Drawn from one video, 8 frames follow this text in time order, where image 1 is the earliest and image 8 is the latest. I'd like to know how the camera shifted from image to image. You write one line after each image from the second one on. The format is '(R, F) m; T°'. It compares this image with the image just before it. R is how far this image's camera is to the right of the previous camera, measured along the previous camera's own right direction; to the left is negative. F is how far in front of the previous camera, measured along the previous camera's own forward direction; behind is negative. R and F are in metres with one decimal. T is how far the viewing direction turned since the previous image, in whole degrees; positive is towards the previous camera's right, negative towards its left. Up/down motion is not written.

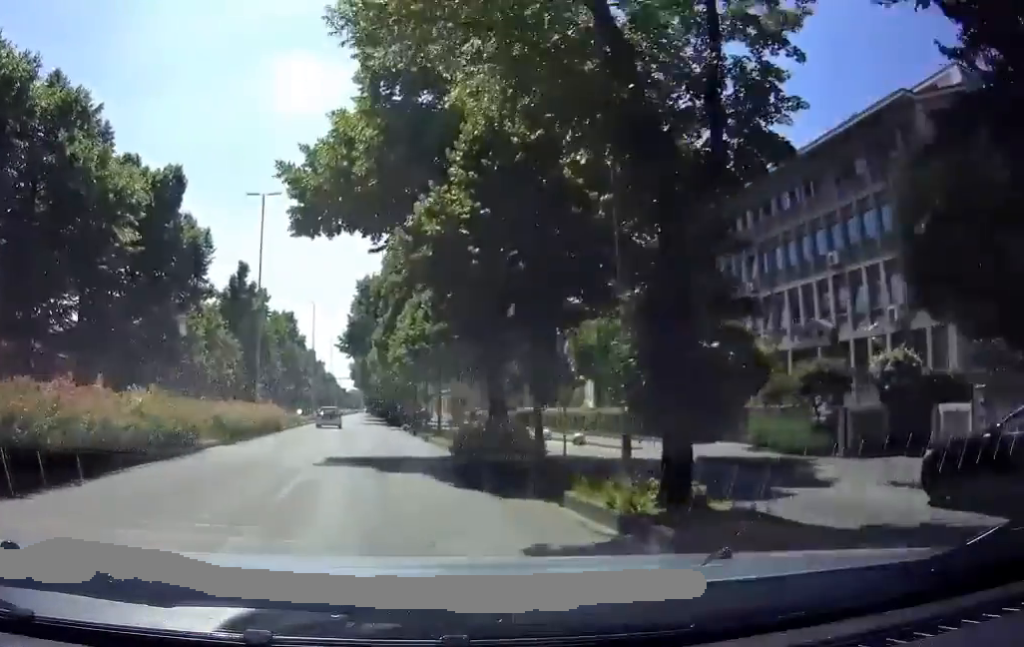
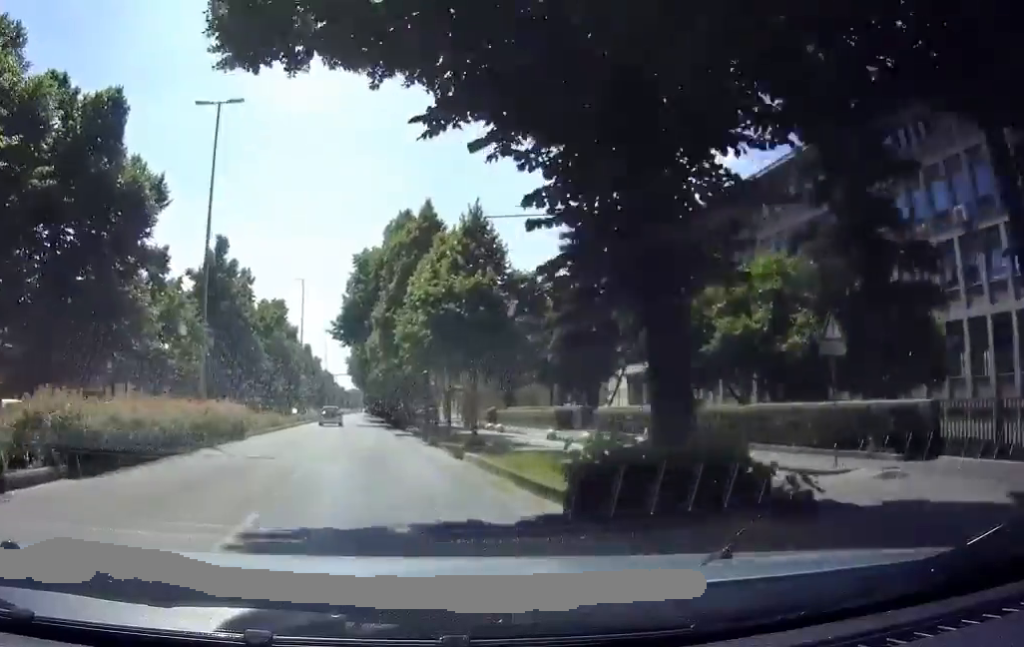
(0.0, +11.0) m; 0°
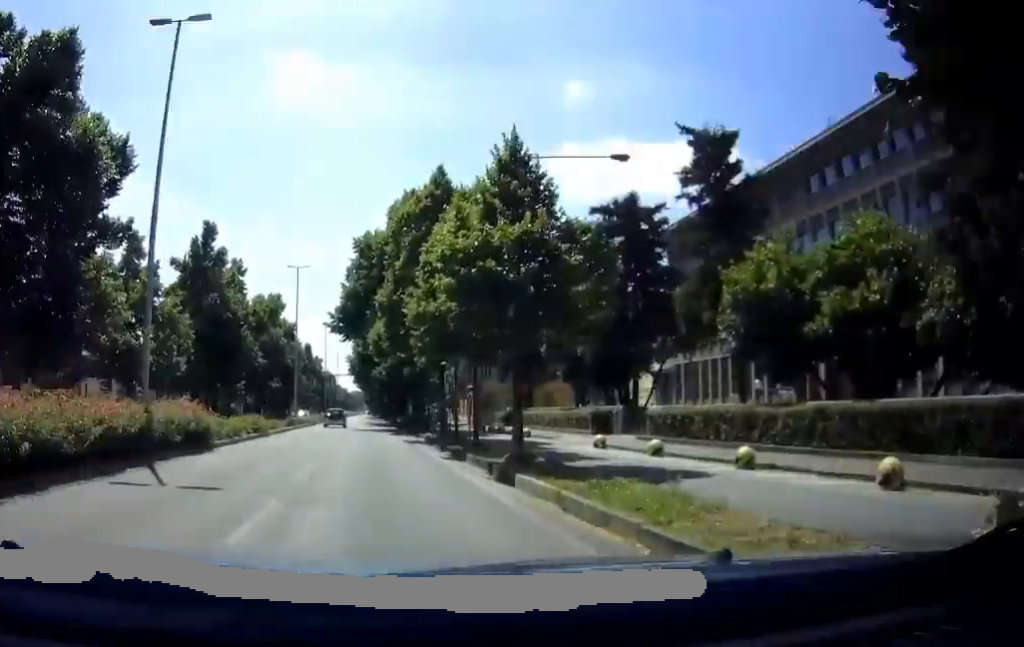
(0.0, +5.8) m; 0°
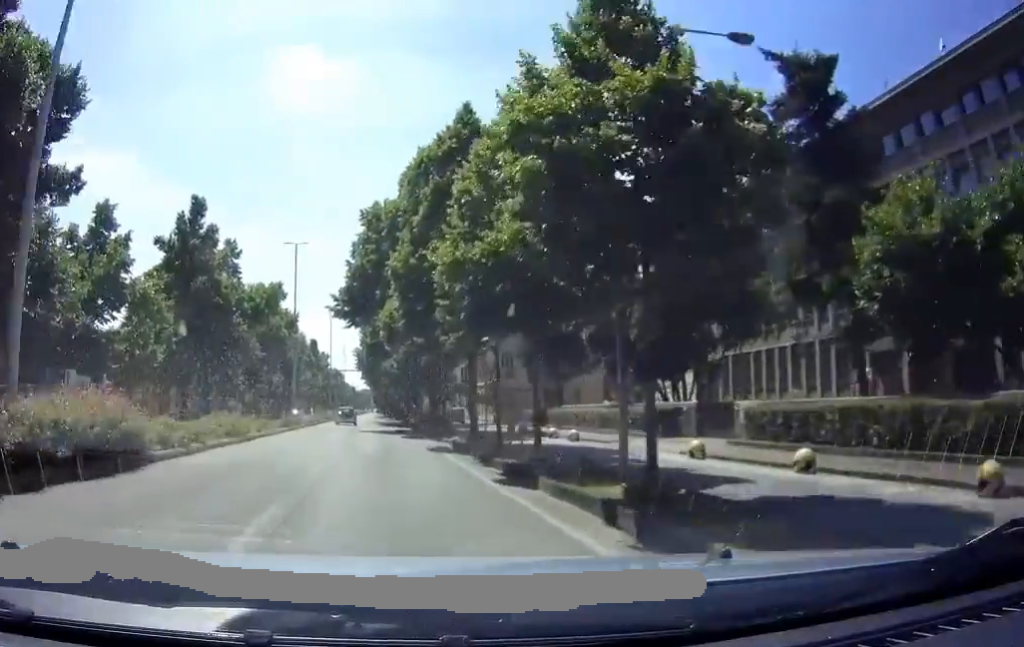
(0.0, +6.6) m; 0°
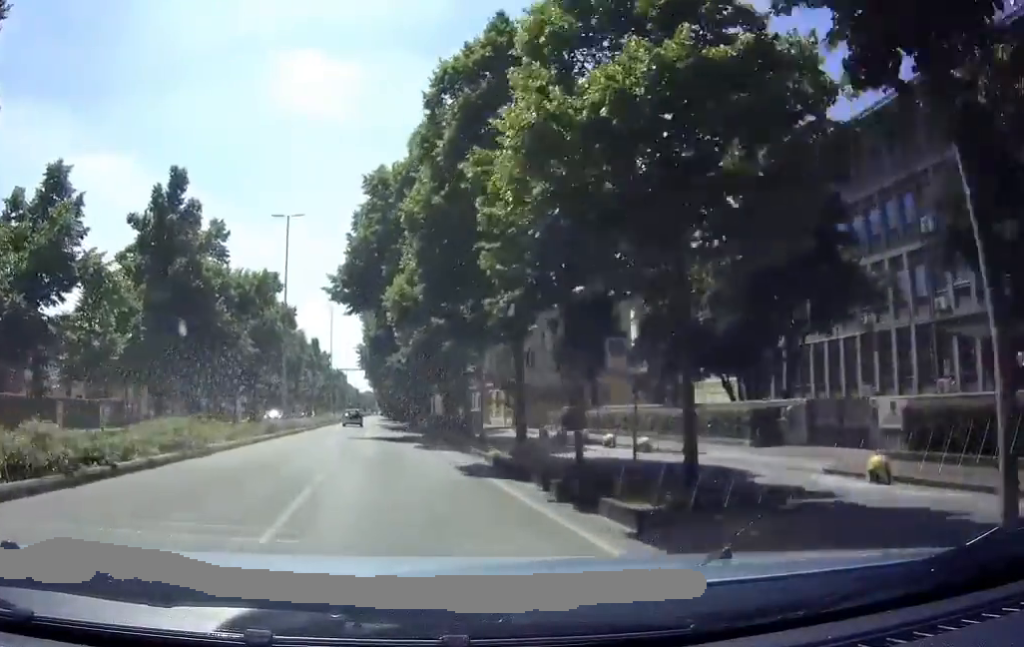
(-0.2, +6.8) m; +1°
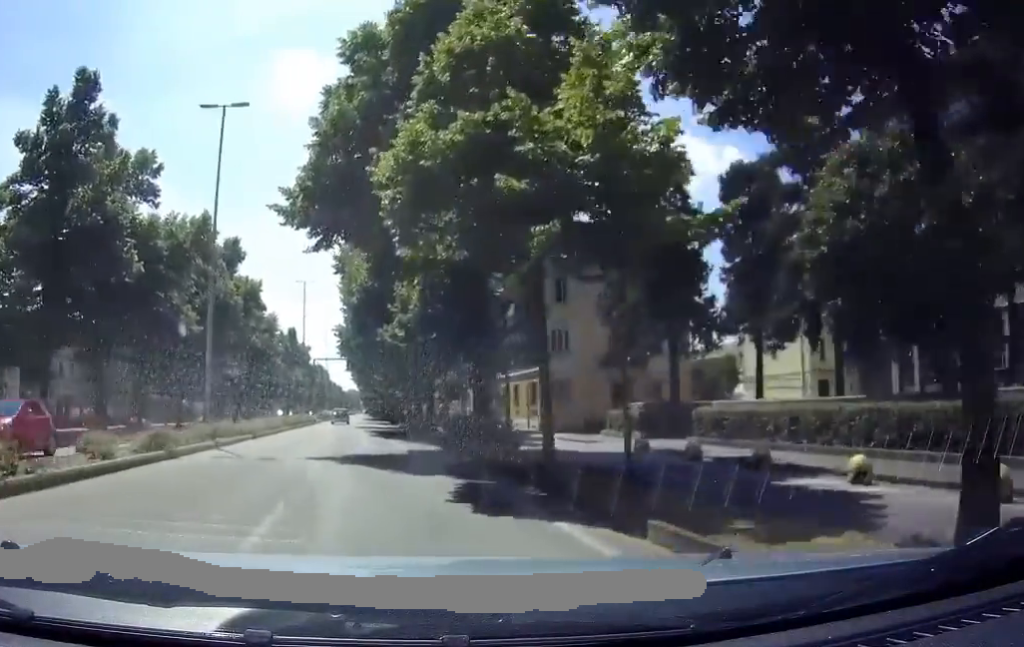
(+0.3, +14.4) m; 0°
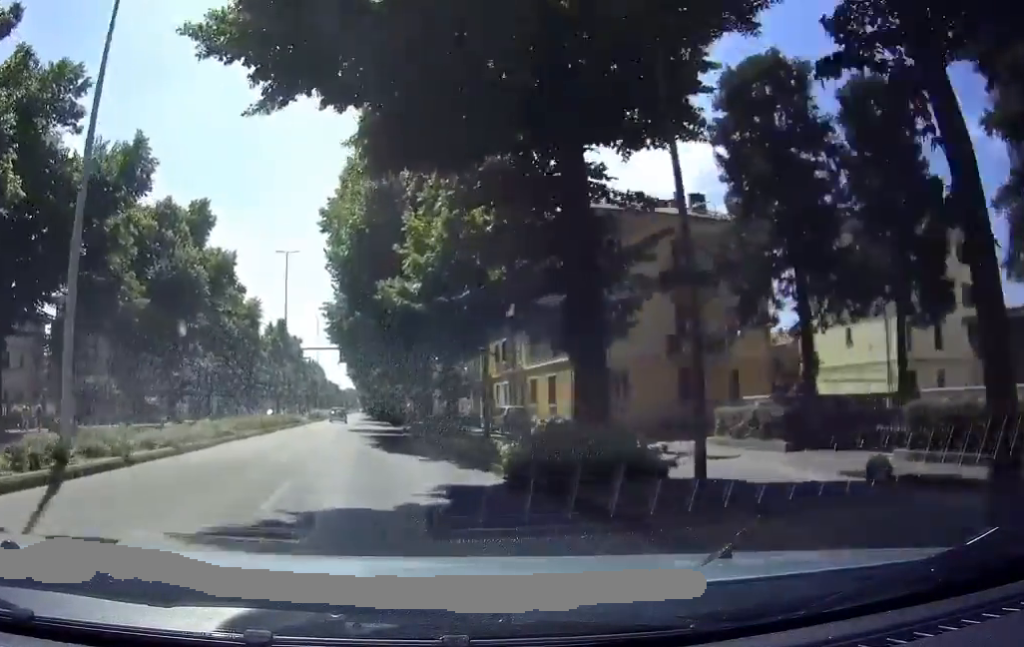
(-0.3, +10.8) m; +1°
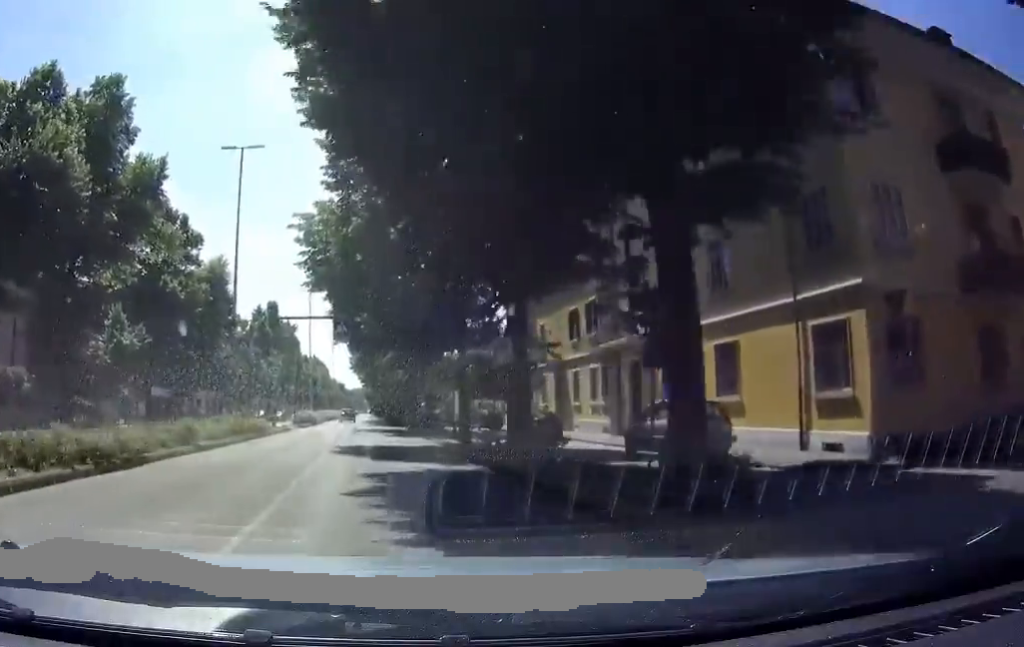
(0.0, +18.7) m; -2°
